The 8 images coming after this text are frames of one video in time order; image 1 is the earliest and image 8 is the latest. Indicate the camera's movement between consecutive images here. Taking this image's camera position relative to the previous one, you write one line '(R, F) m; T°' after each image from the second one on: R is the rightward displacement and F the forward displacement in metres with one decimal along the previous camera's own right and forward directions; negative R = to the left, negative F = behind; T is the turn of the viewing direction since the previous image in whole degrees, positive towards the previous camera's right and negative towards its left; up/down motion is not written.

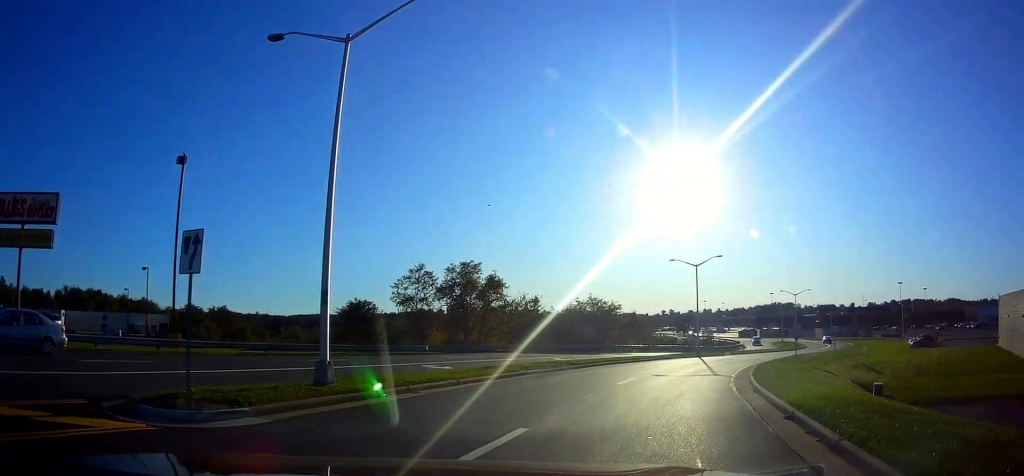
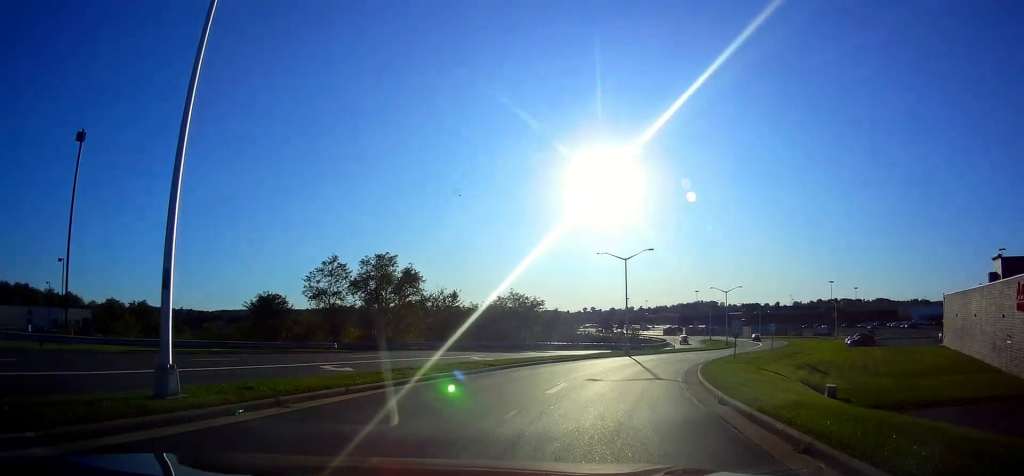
(+0.4, +3.3) m; +5°
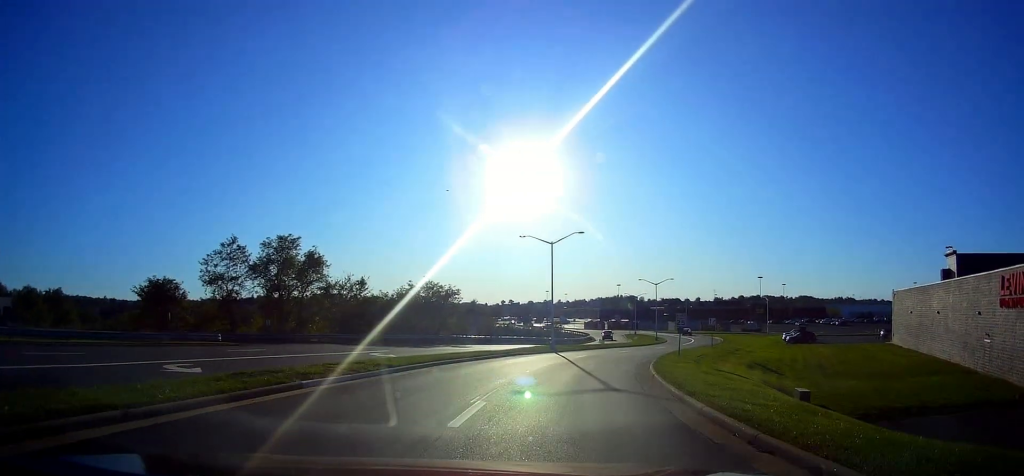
(+0.2, +5.4) m; +5°
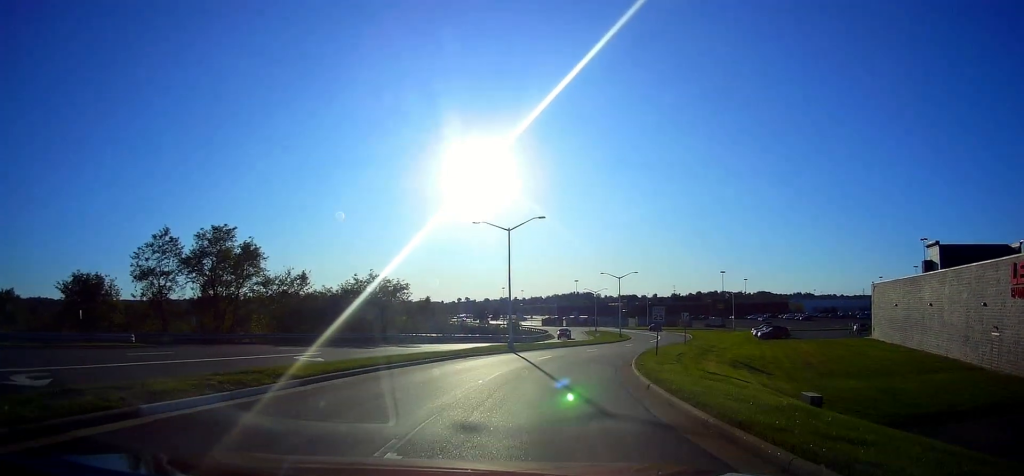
(0.0, +4.7) m; +4°
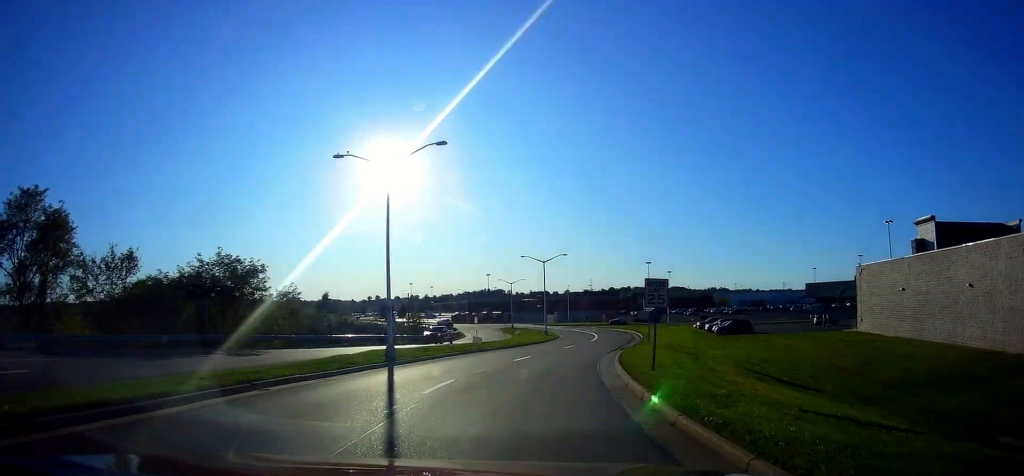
(+2.1, +14.7) m; +13°
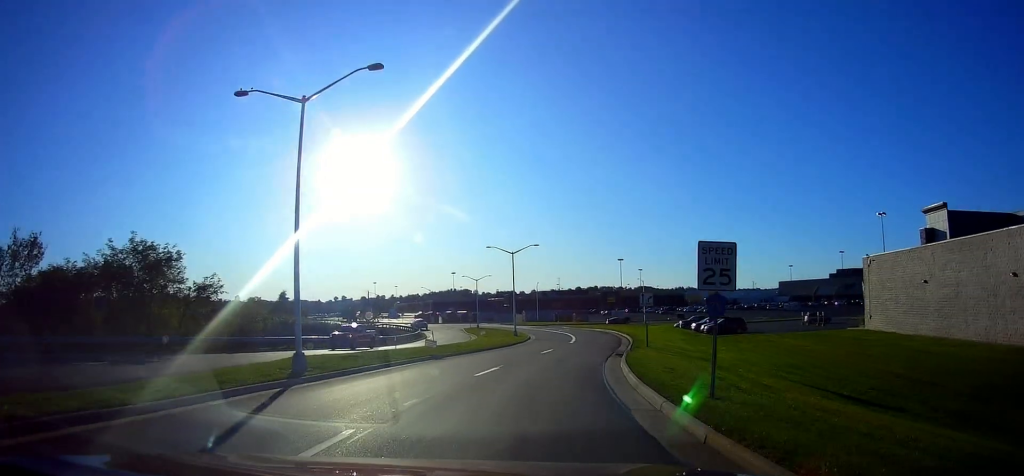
(+0.1, +6.9) m; +5°
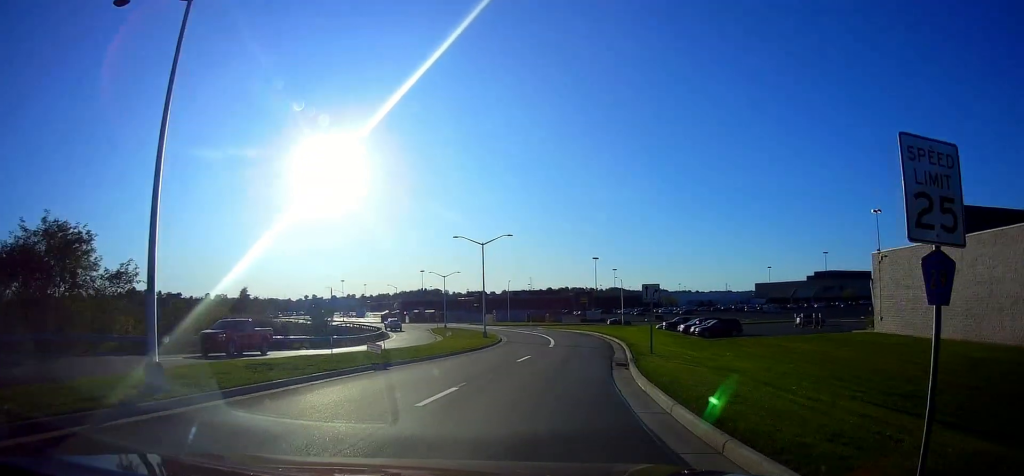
(+0.2, +6.1) m; +4°
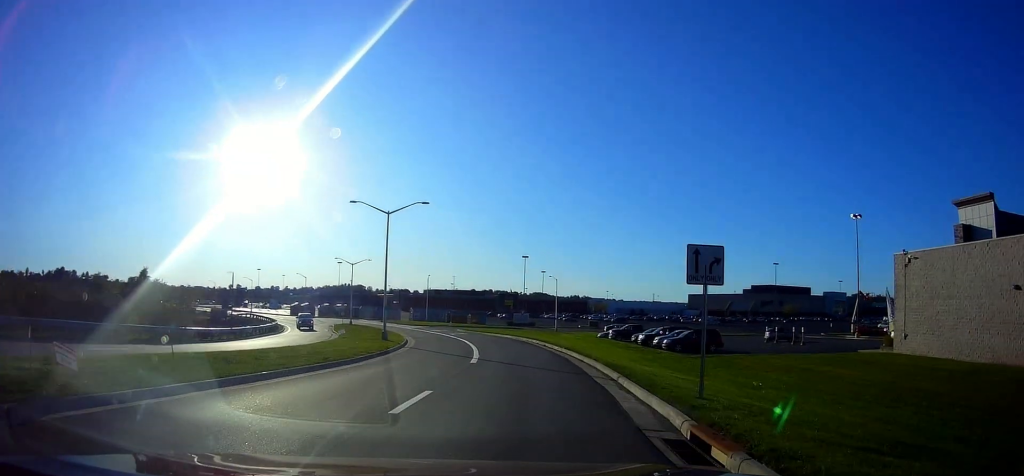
(+1.0, +13.2) m; +4°
